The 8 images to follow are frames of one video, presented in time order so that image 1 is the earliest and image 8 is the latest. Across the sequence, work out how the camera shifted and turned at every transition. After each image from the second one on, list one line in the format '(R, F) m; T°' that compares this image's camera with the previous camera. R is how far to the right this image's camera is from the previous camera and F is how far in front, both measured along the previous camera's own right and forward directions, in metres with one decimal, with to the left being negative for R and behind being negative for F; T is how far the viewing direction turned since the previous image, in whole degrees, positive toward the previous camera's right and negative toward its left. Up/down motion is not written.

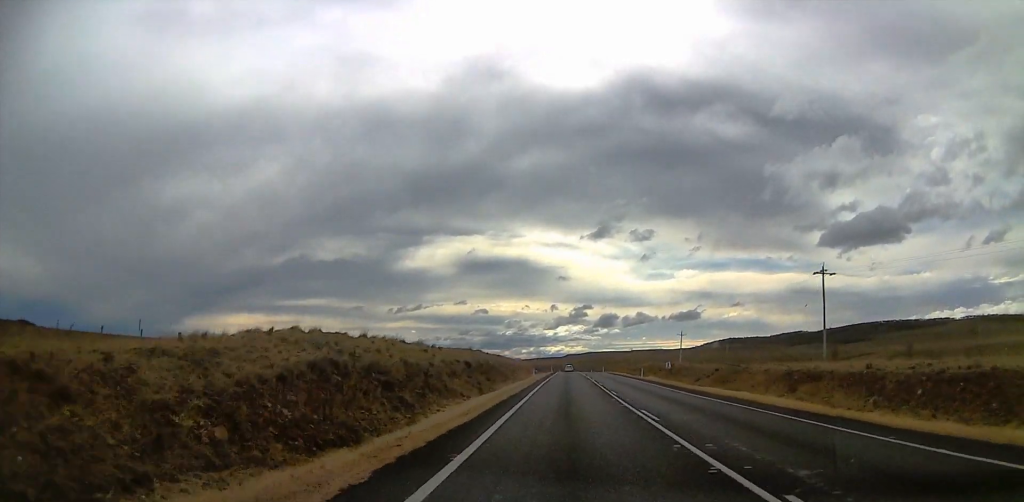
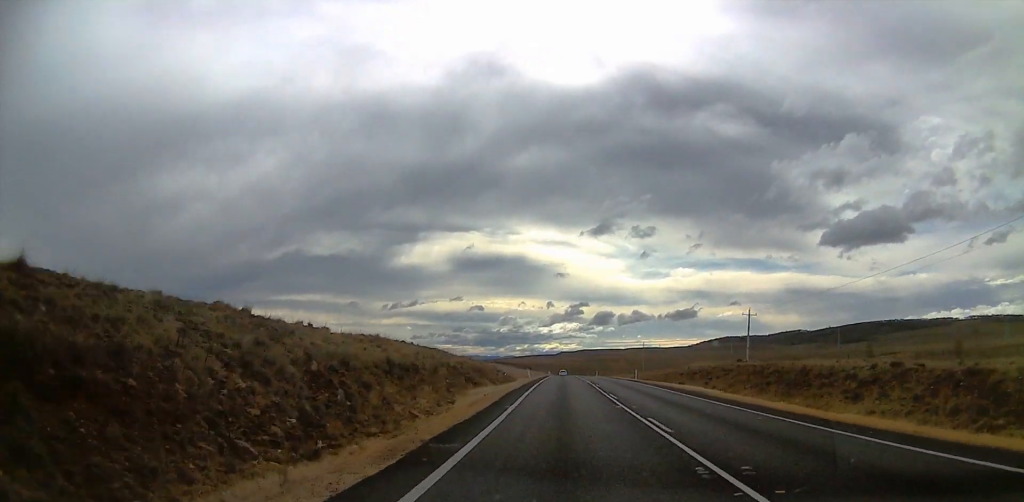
(0.0, +64.1) m; 0°
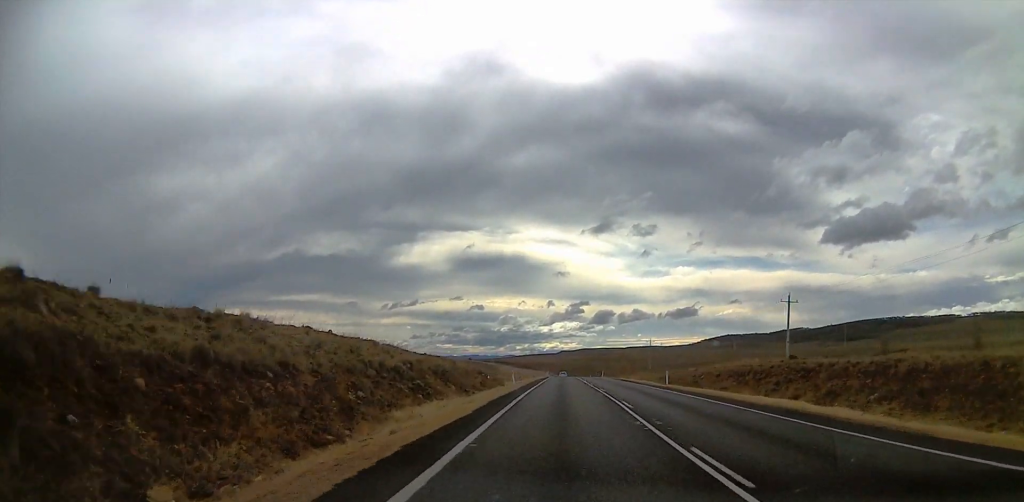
(0.0, +18.4) m; 0°
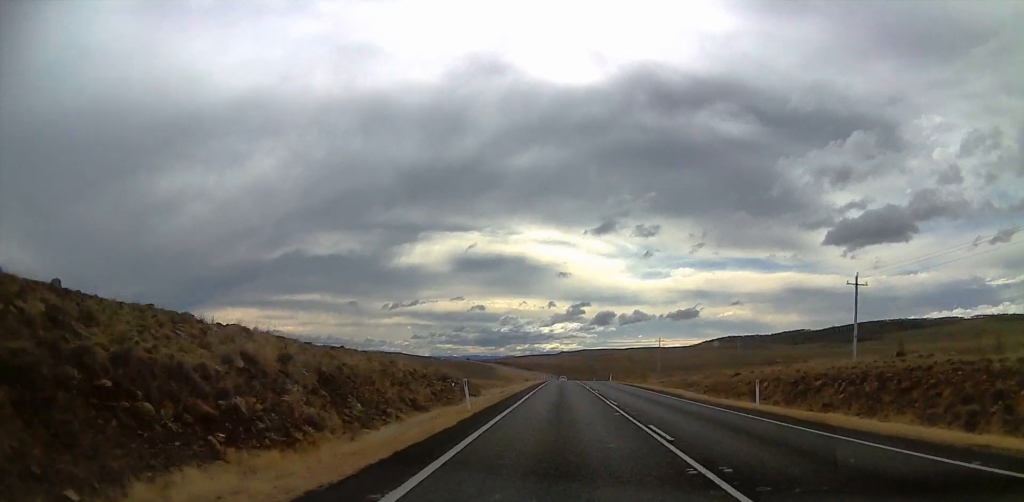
(0.0, +20.1) m; 0°
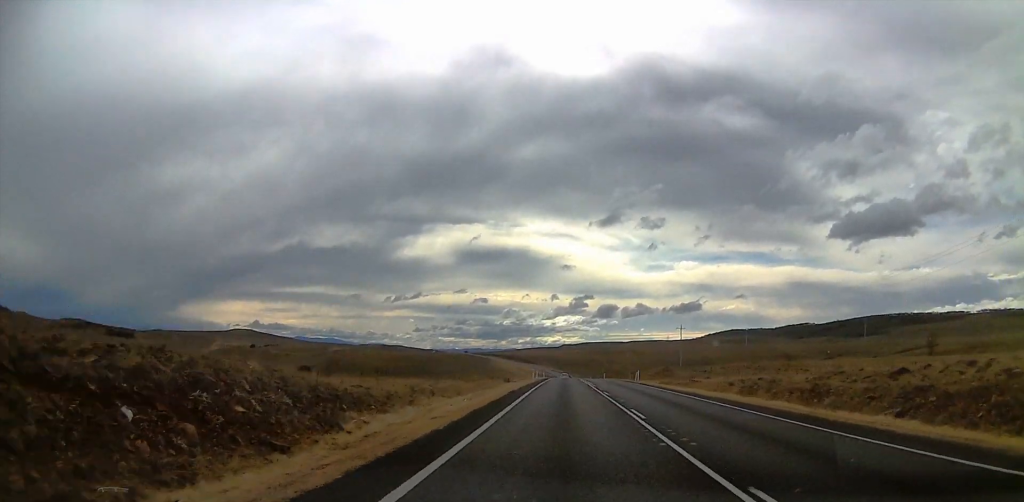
(0.0, +32.5) m; 0°
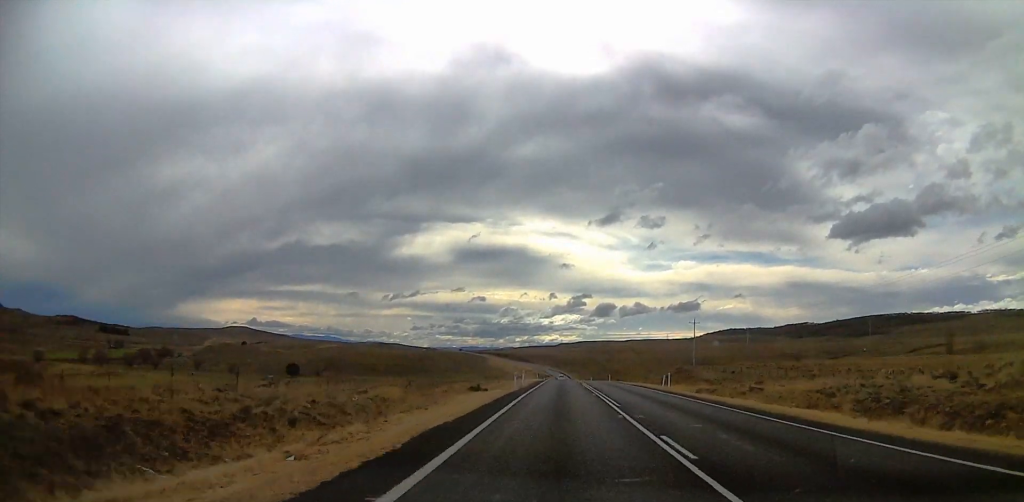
(0.0, +18.8) m; 0°
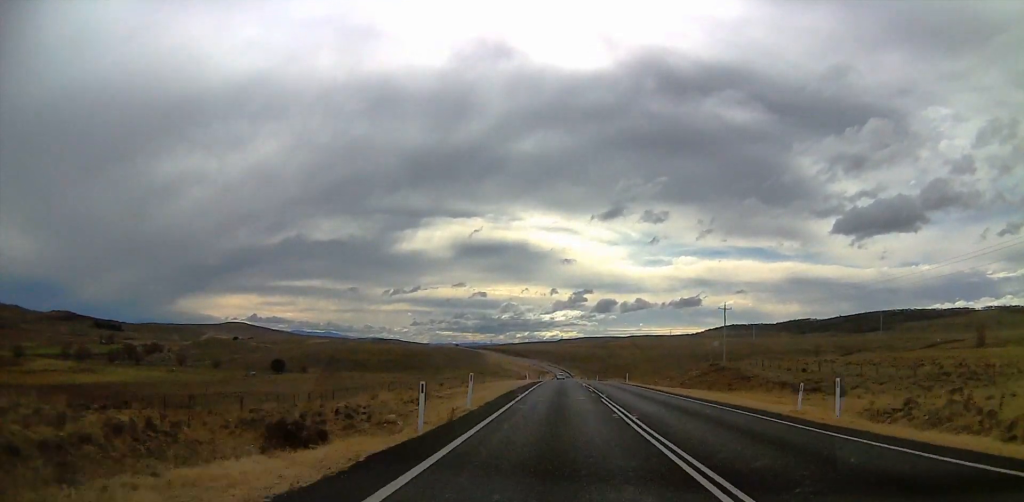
(0.0, +25.9) m; 0°
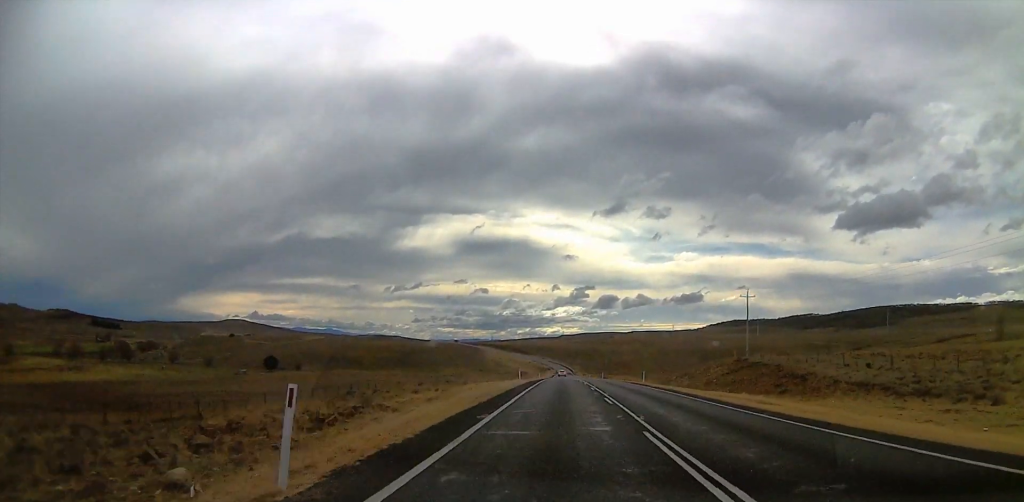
(0.0, +13.4) m; 0°
